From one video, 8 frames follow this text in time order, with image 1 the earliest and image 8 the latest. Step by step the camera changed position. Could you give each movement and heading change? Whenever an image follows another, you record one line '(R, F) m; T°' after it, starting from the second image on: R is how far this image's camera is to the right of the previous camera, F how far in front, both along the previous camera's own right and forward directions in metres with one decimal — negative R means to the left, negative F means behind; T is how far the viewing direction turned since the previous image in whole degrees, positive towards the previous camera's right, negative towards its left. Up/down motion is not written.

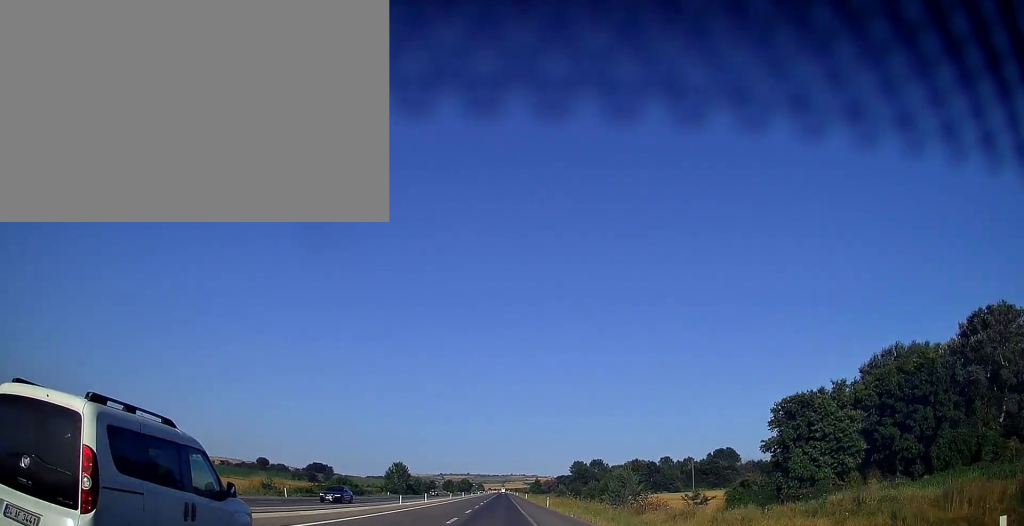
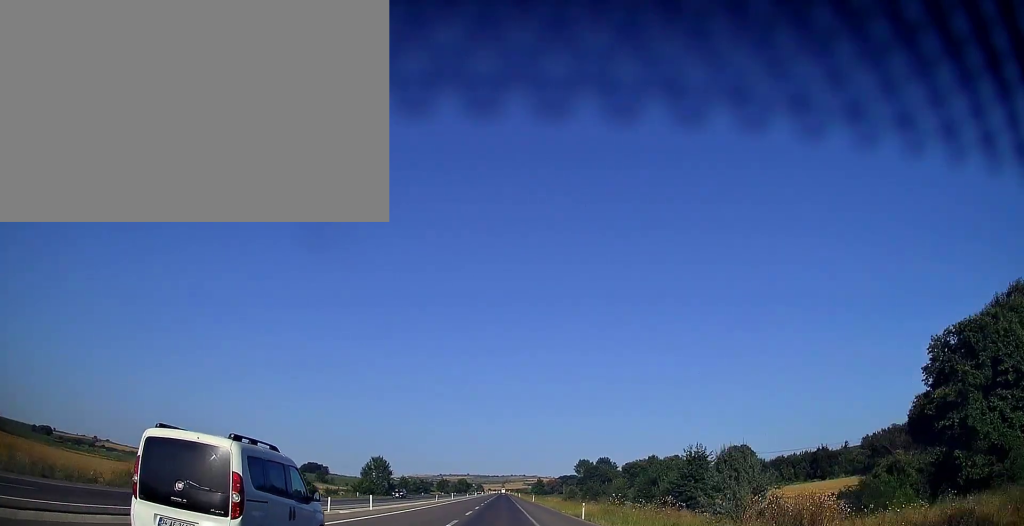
(+0.1, +25.5) m; 0°
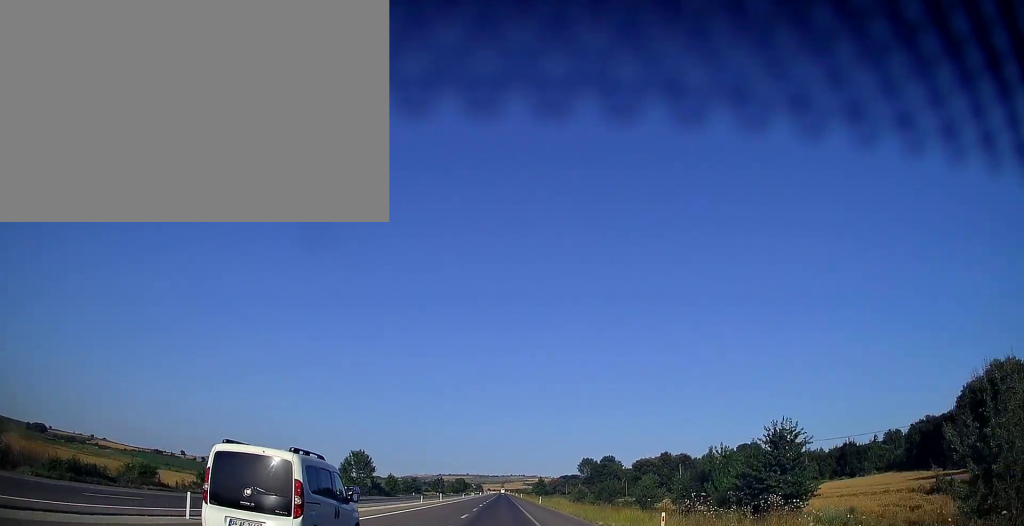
(-0.1, +17.6) m; 0°
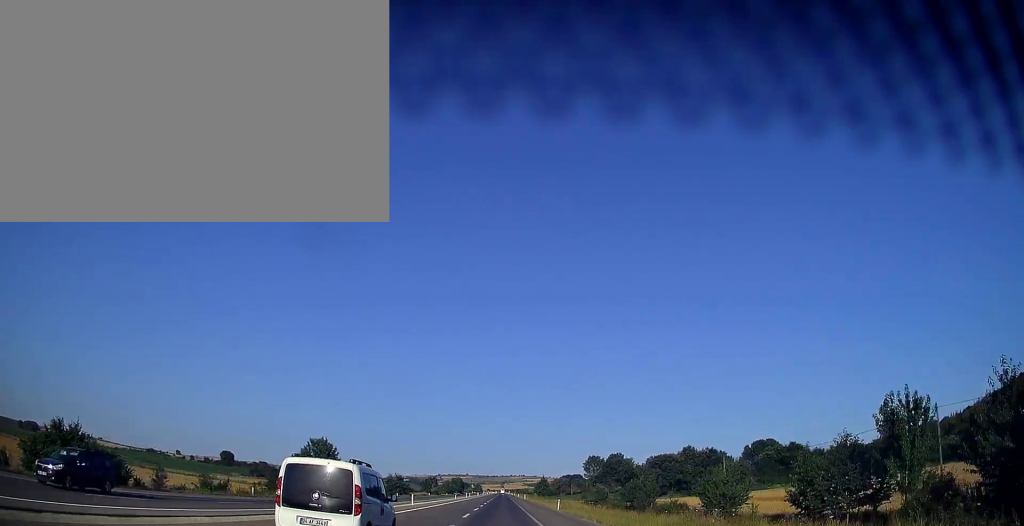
(+0.1, +23.5) m; 0°
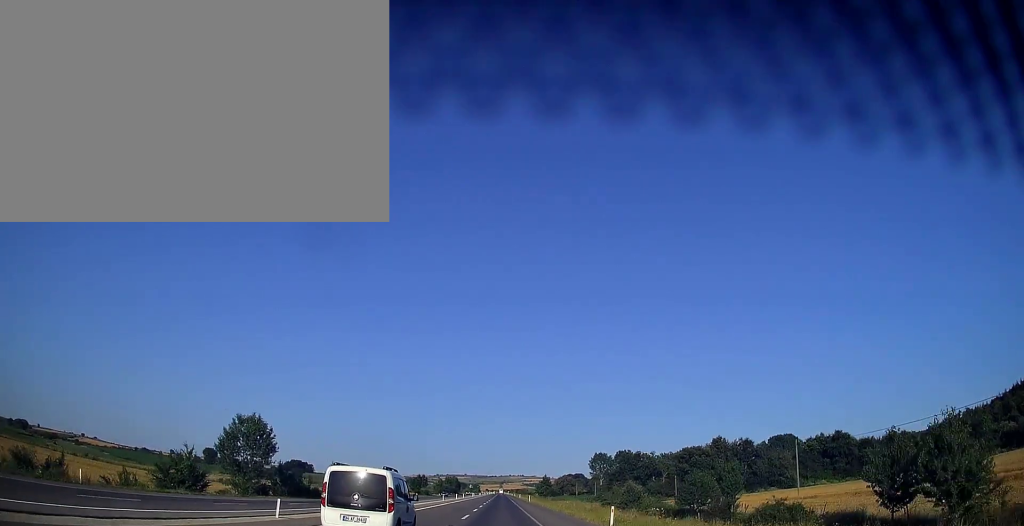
(0.0, +24.5) m; 0°
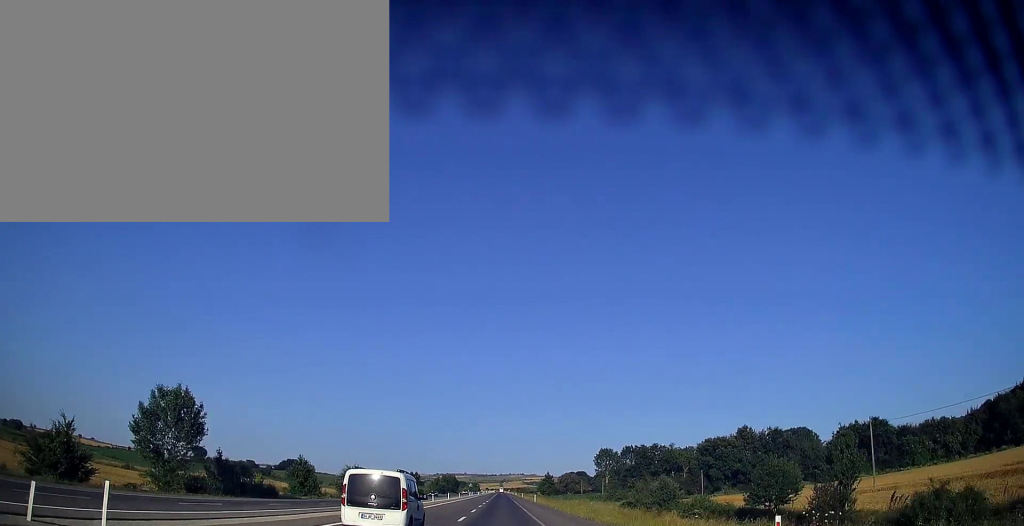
(-0.1, +15.7) m; 0°
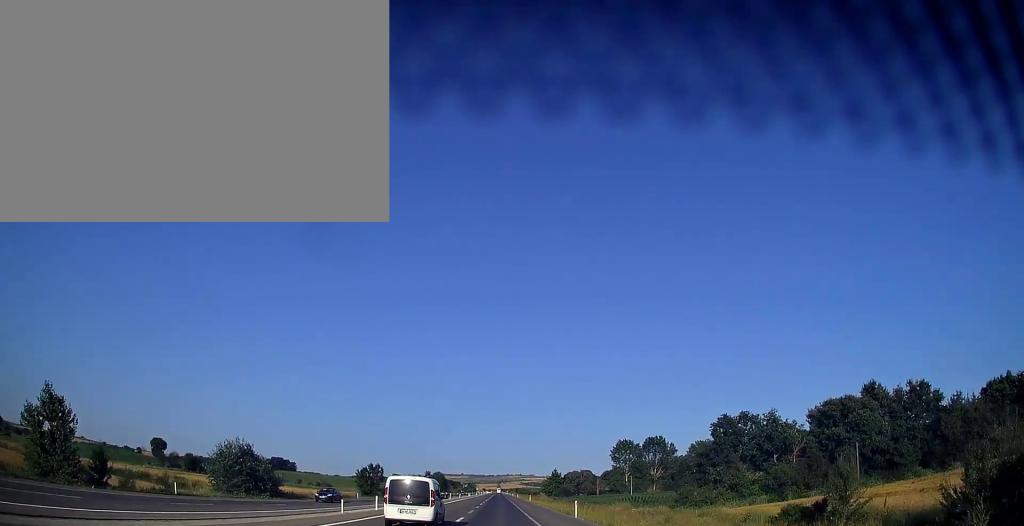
(+0.1, +48.1) m; 0°
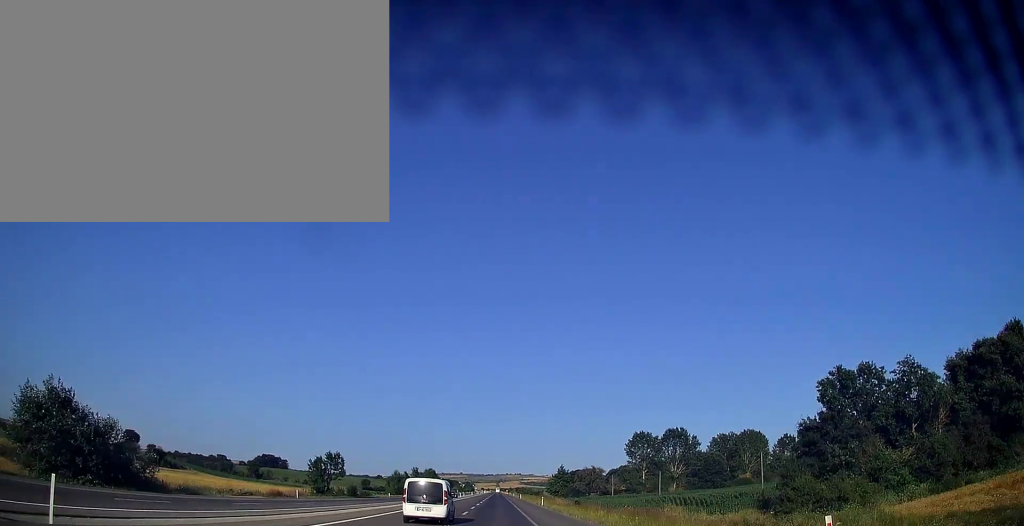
(0.0, +28.4) m; 0°
